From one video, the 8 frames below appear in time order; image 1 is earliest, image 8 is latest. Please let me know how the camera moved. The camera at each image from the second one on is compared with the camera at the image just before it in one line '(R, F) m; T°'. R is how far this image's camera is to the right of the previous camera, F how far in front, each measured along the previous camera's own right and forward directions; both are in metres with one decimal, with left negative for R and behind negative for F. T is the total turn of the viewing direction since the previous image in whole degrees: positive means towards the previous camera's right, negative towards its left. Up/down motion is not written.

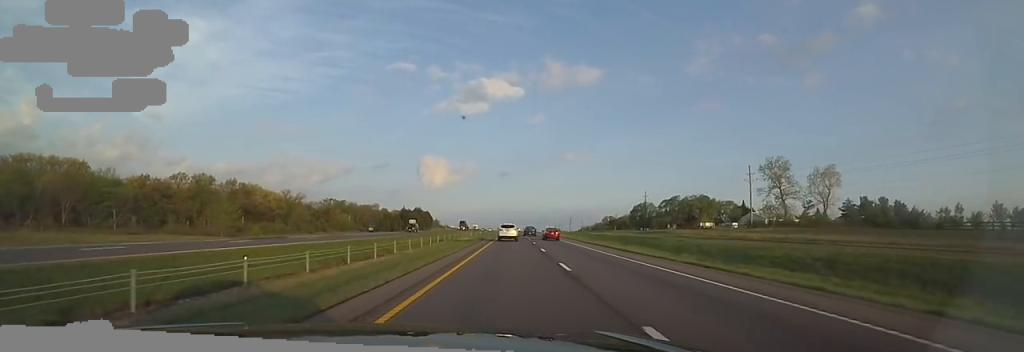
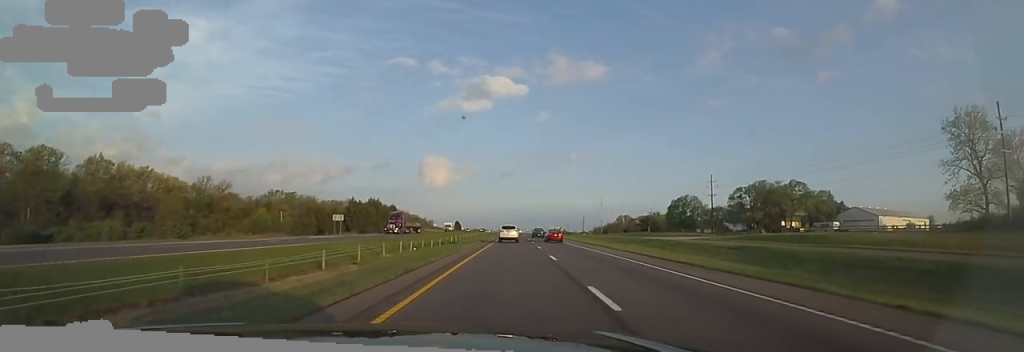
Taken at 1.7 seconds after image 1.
(+0.4, +57.4) m; 0°
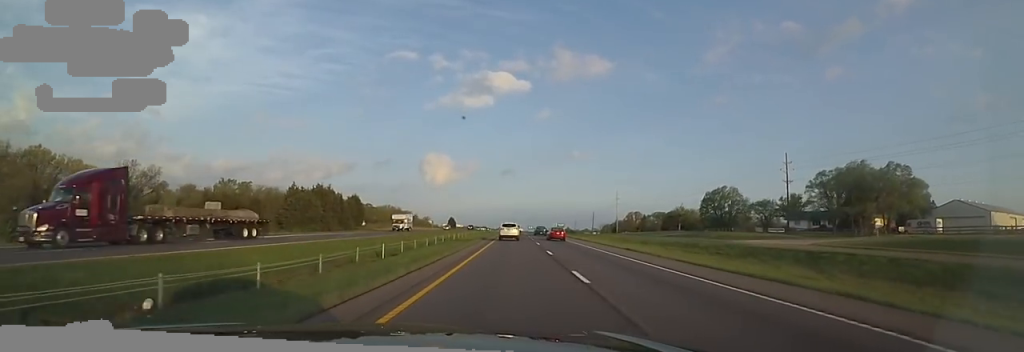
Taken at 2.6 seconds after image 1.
(-0.2, +33.6) m; -1°
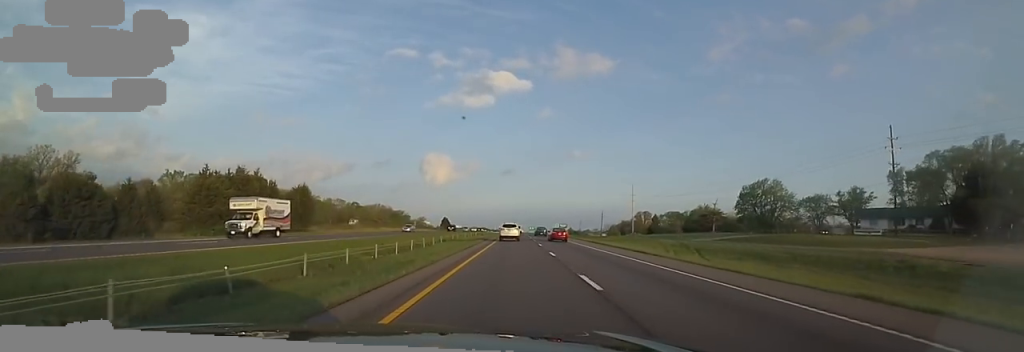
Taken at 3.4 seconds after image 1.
(-0.2, +26.8) m; 0°
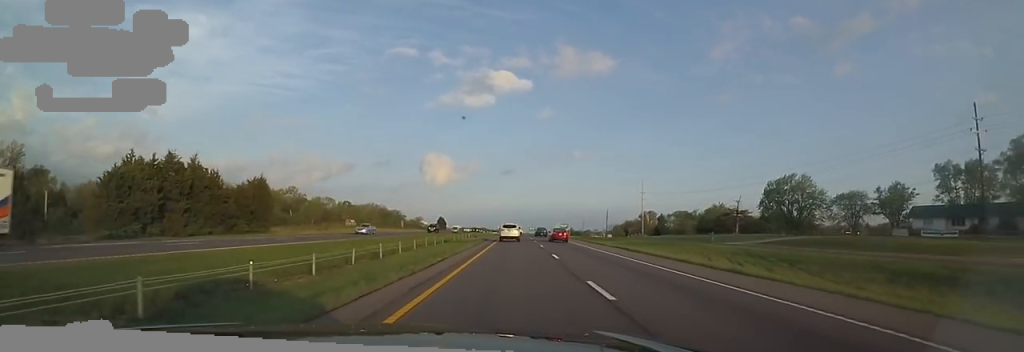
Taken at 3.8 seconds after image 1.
(-0.2, +14.0) m; 0°
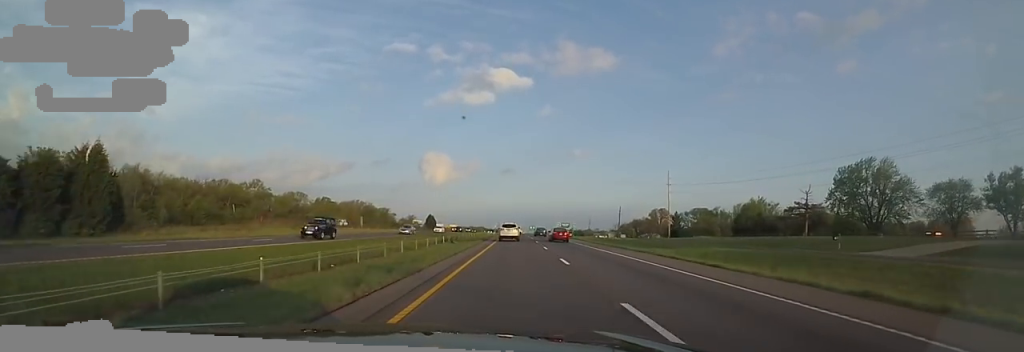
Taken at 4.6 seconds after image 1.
(+0.4, +28.9) m; 0°
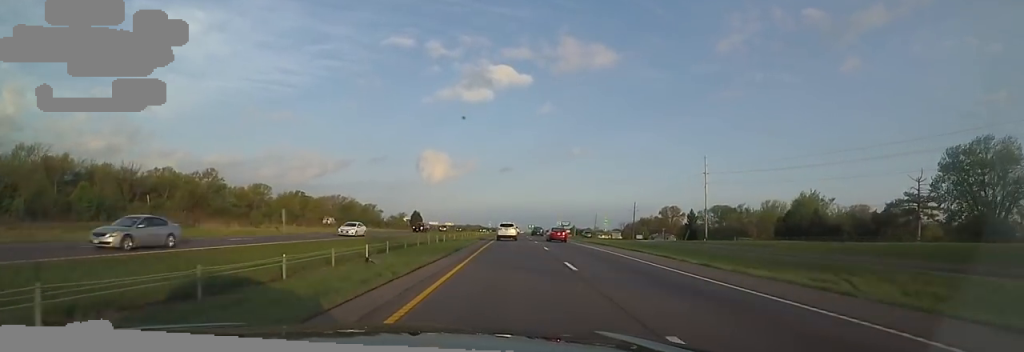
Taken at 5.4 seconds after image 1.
(0.0, +27.6) m; 0°
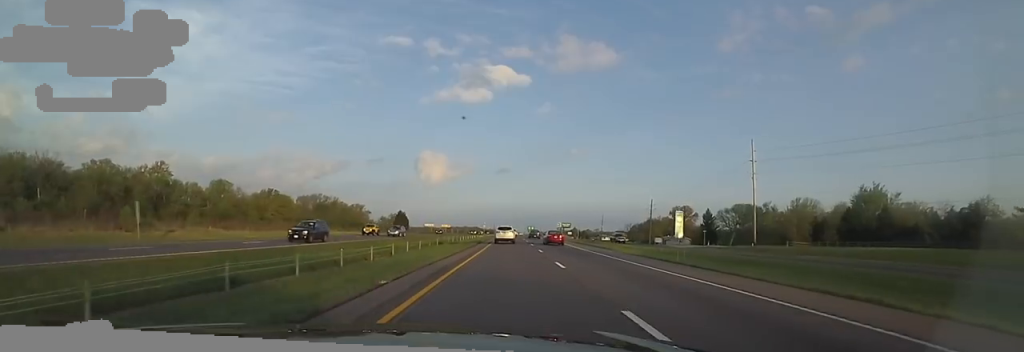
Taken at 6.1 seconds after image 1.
(-0.1, +22.9) m; 0°
